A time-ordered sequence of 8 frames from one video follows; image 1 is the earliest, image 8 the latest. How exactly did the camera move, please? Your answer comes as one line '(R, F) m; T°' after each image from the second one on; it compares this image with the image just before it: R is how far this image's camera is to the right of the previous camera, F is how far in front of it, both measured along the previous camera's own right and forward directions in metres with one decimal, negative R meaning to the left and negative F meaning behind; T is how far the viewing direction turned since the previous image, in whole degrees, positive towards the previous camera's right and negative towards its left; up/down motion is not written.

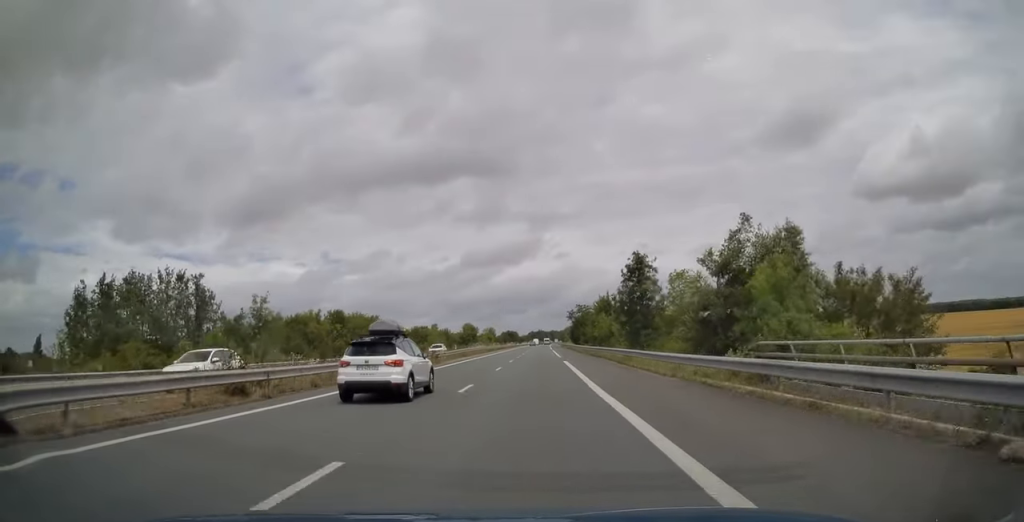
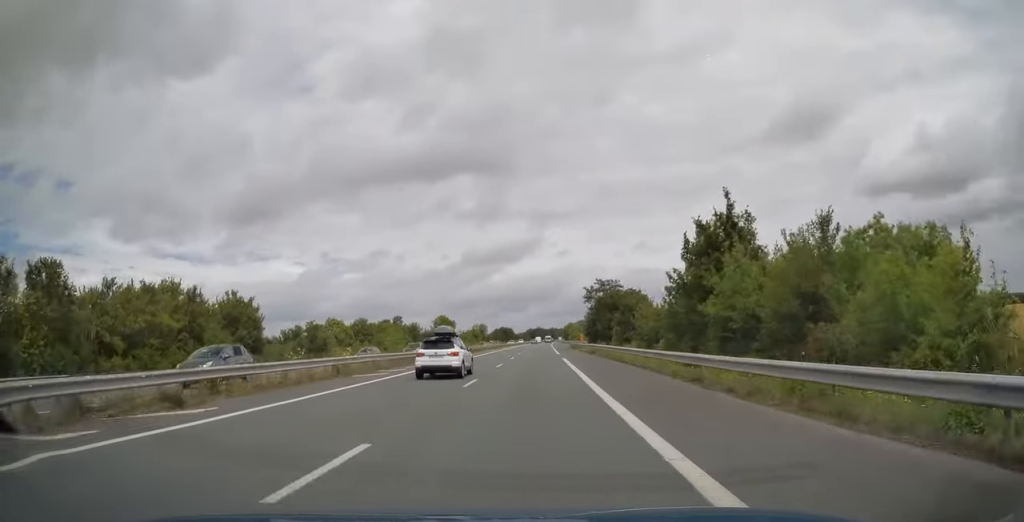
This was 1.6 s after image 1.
(+0.2, +50.5) m; 0°
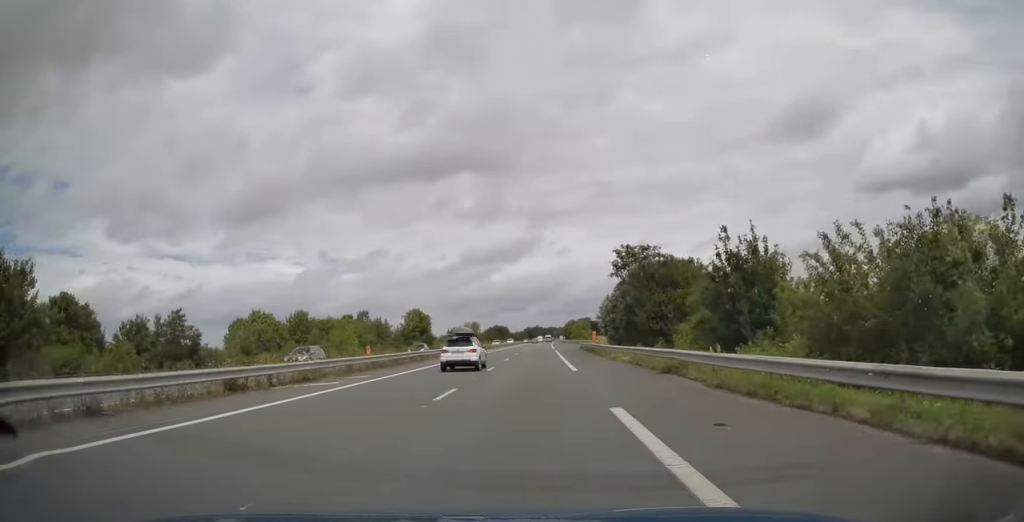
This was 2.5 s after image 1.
(0.0, +30.1) m; 0°
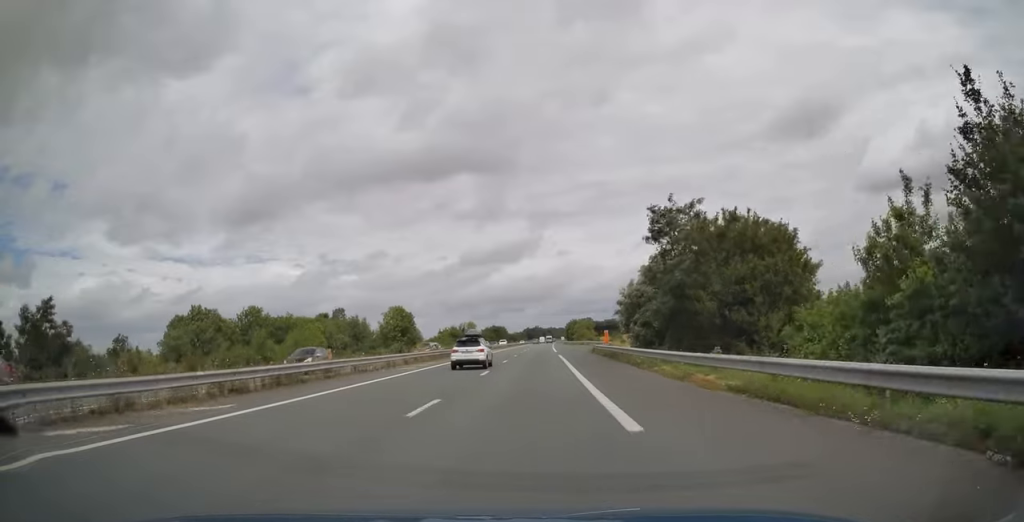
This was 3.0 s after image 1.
(0.0, +15.6) m; 0°
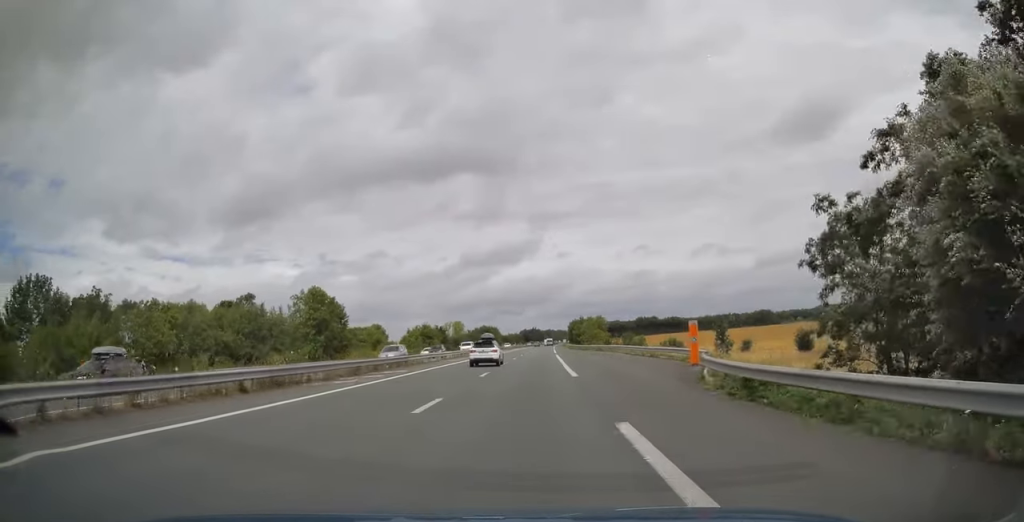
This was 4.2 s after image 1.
(0.0, +38.1) m; 0°
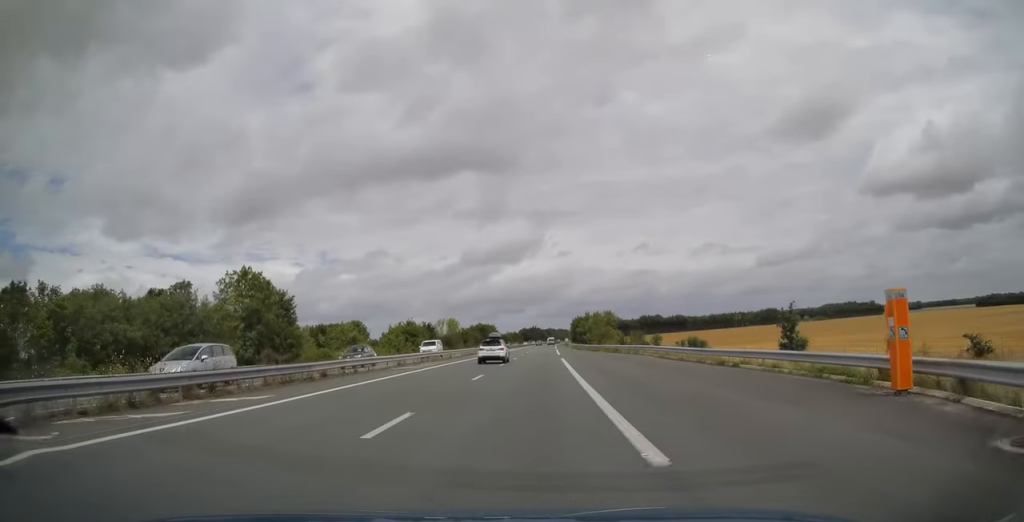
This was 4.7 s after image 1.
(0.0, +16.1) m; 0°
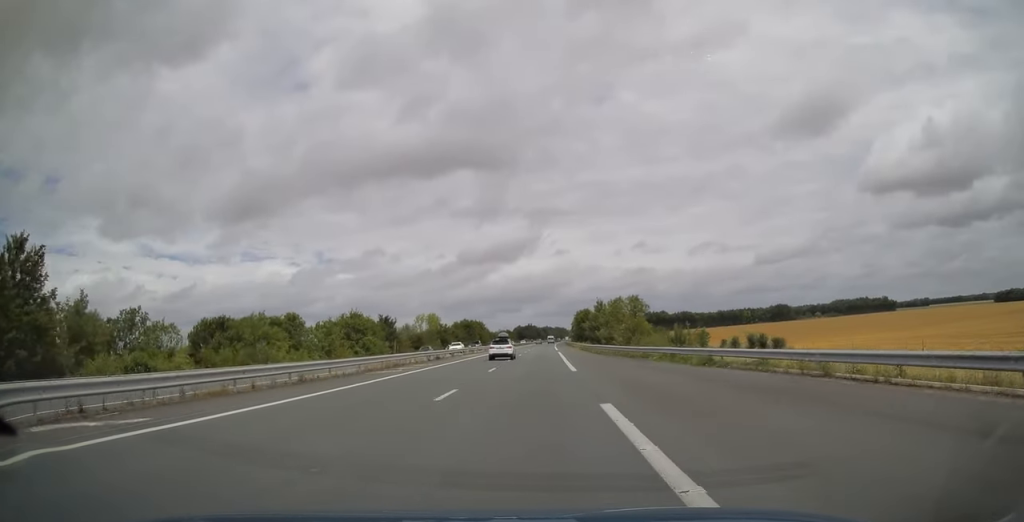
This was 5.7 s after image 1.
(+0.1, +33.2) m; 0°
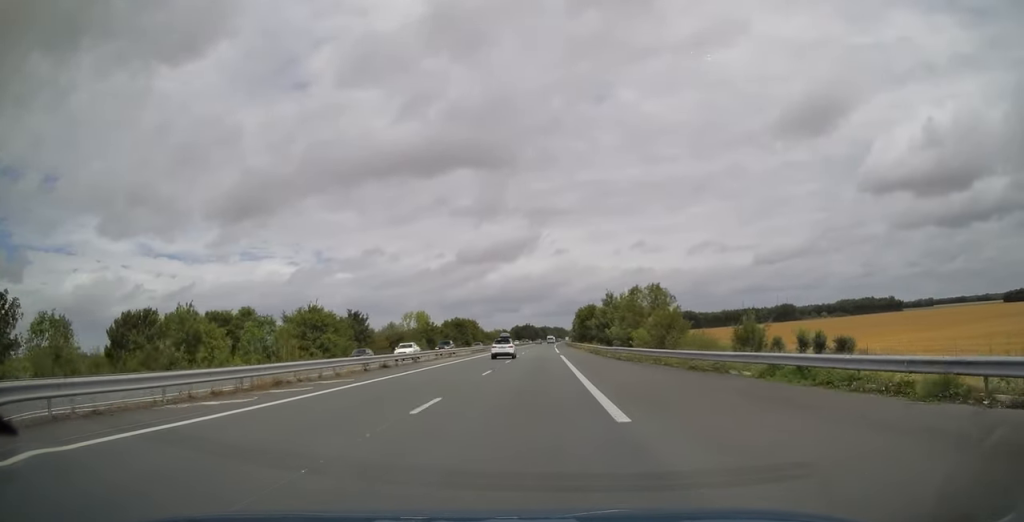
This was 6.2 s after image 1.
(+0.1, +15.6) m; 0°
